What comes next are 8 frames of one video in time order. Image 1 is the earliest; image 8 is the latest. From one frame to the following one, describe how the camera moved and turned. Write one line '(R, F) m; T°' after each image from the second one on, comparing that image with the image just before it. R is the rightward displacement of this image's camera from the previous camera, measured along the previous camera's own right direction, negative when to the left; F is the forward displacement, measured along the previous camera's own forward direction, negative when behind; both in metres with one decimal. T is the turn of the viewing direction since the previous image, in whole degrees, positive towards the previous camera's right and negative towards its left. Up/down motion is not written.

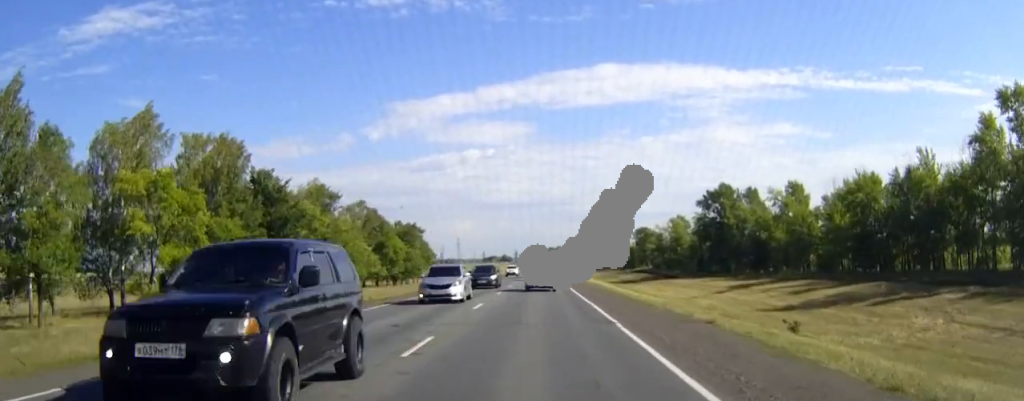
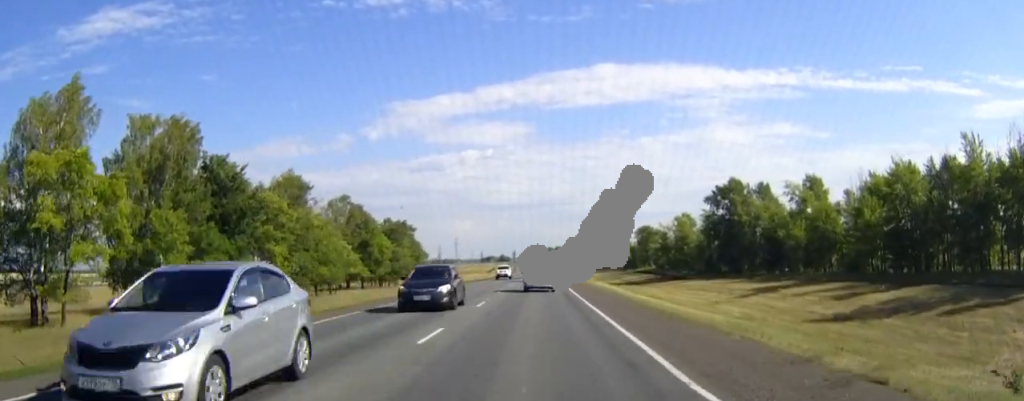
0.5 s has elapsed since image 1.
(0.0, +10.1) m; 0°
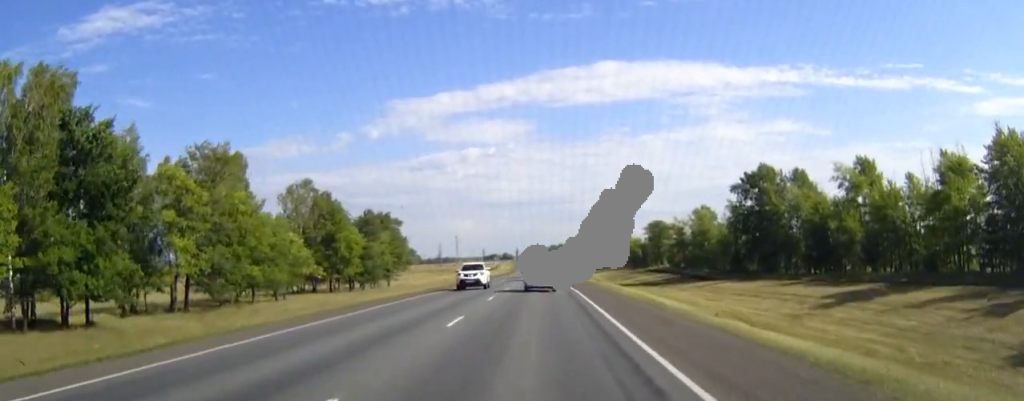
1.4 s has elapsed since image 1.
(0.0, +20.3) m; 0°
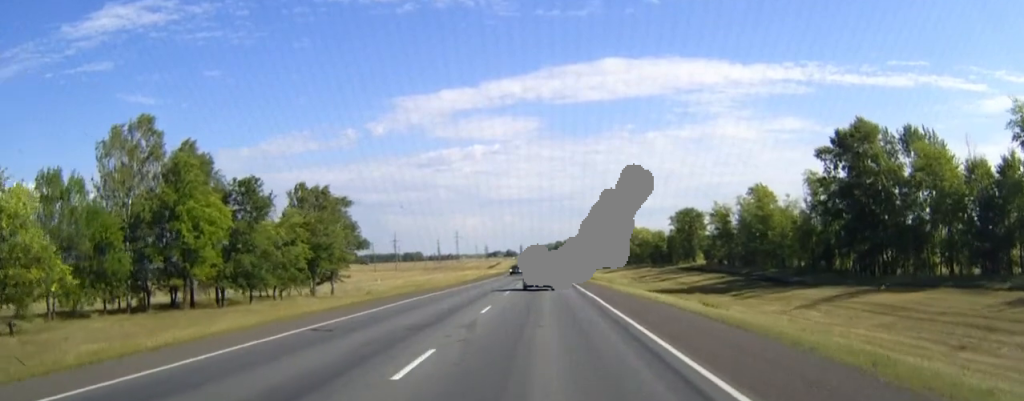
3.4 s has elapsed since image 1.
(-0.2, +43.7) m; 0°
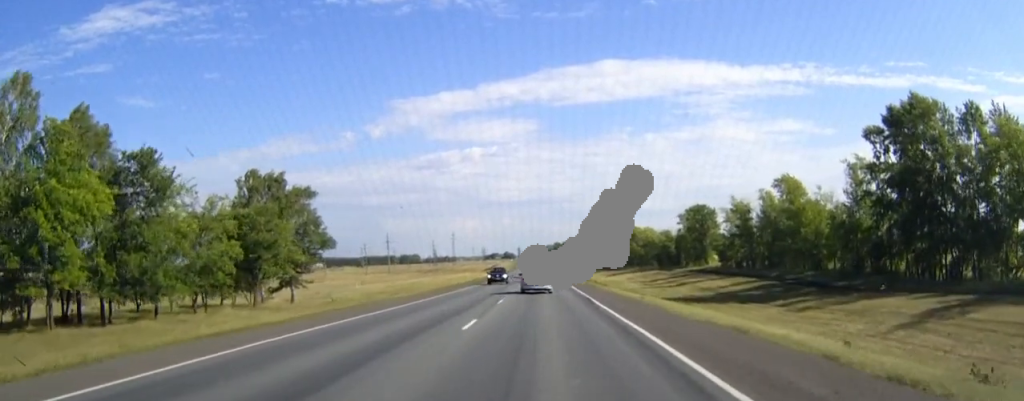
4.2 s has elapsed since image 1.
(0.0, +16.7) m; 0°
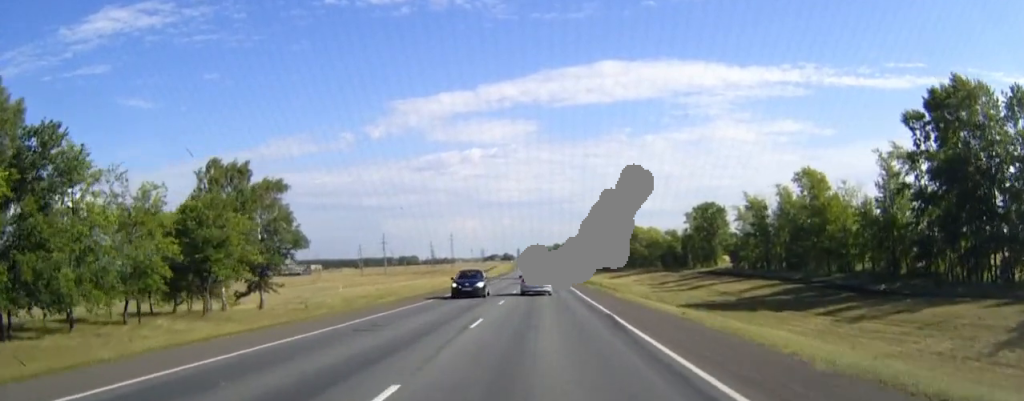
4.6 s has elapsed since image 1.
(0.0, +10.2) m; 0°
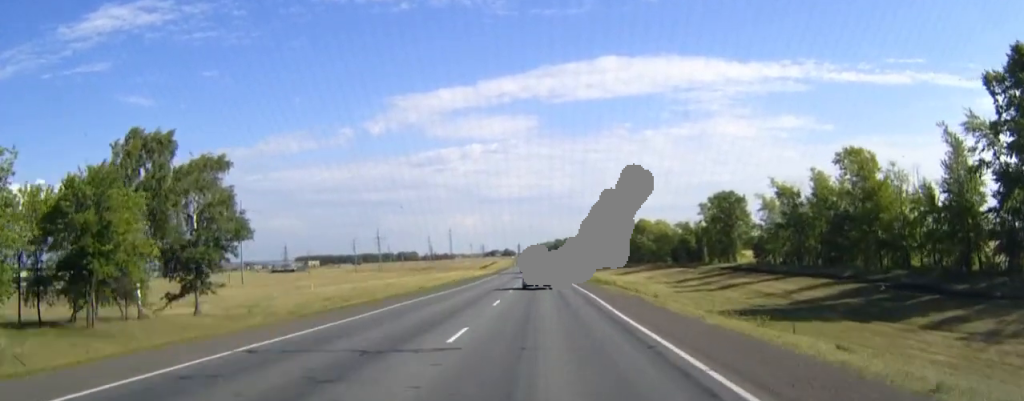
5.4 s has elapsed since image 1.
(0.0, +16.2) m; 0°
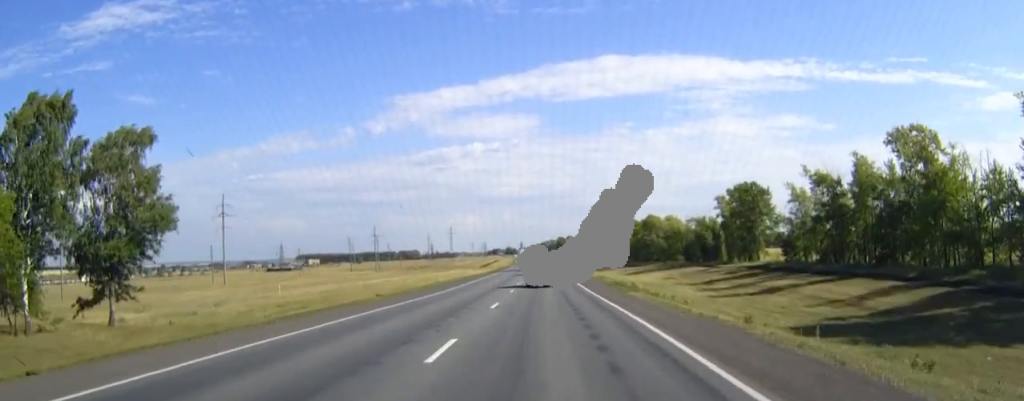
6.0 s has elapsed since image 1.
(0.0, +14.8) m; 0°
